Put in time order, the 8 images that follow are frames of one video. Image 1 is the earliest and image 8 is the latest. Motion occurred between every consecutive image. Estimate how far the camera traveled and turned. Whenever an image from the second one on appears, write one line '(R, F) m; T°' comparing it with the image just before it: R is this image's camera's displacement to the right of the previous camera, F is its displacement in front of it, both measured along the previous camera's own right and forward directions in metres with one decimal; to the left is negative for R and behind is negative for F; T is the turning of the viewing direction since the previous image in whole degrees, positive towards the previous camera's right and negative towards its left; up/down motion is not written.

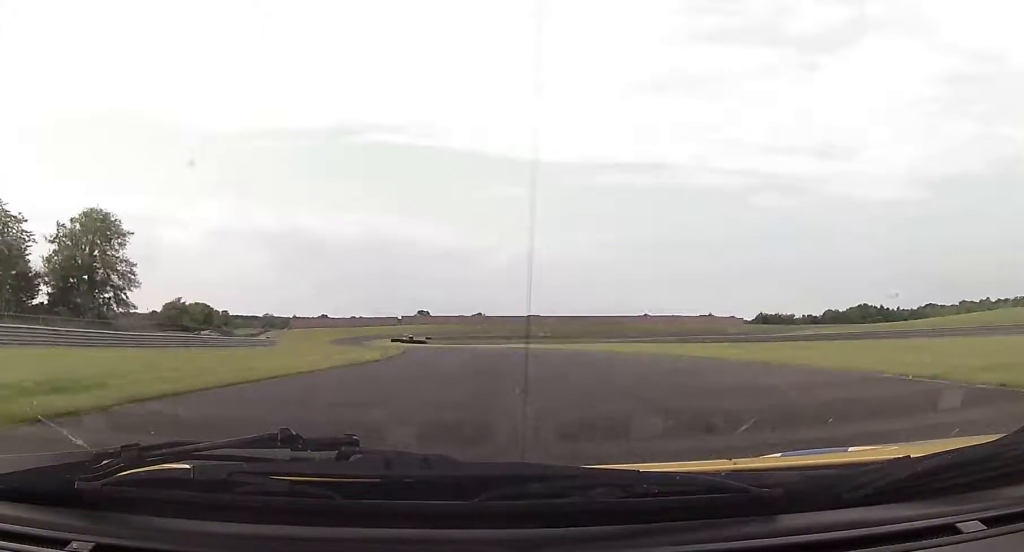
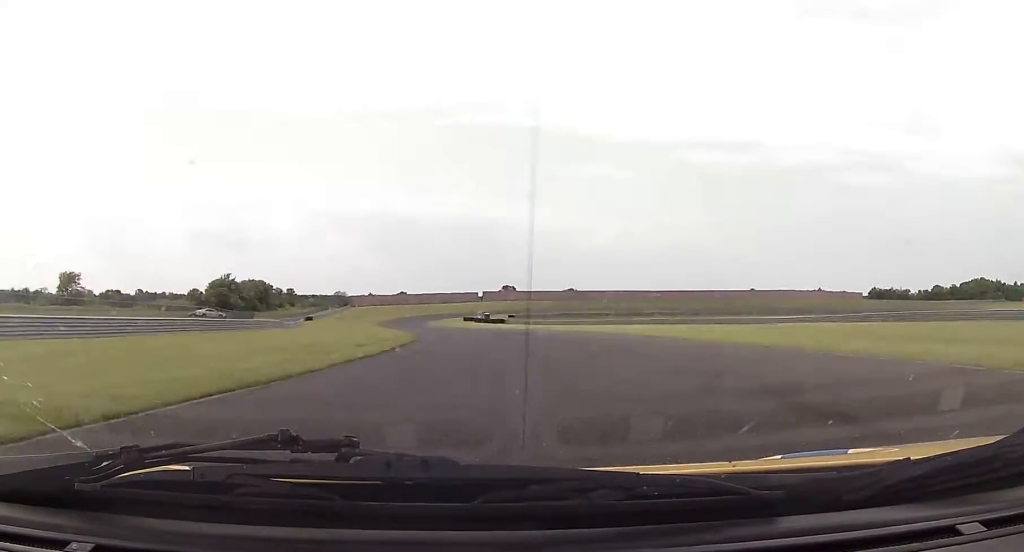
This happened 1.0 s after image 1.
(-2.4, +38.2) m; -7°
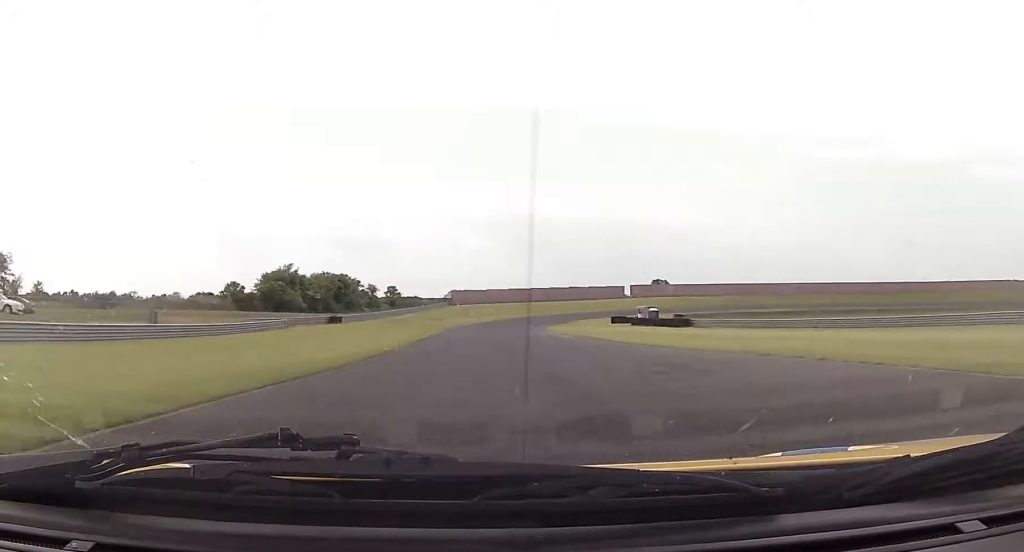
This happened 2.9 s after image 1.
(-8.0, +72.2) m; -12°
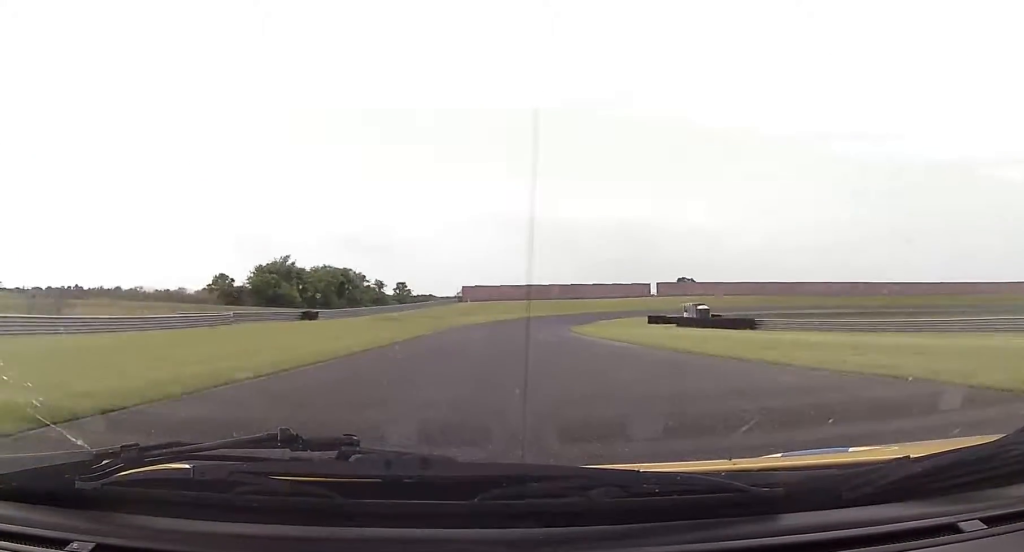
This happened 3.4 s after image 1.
(-0.2, +18.1) m; -2°
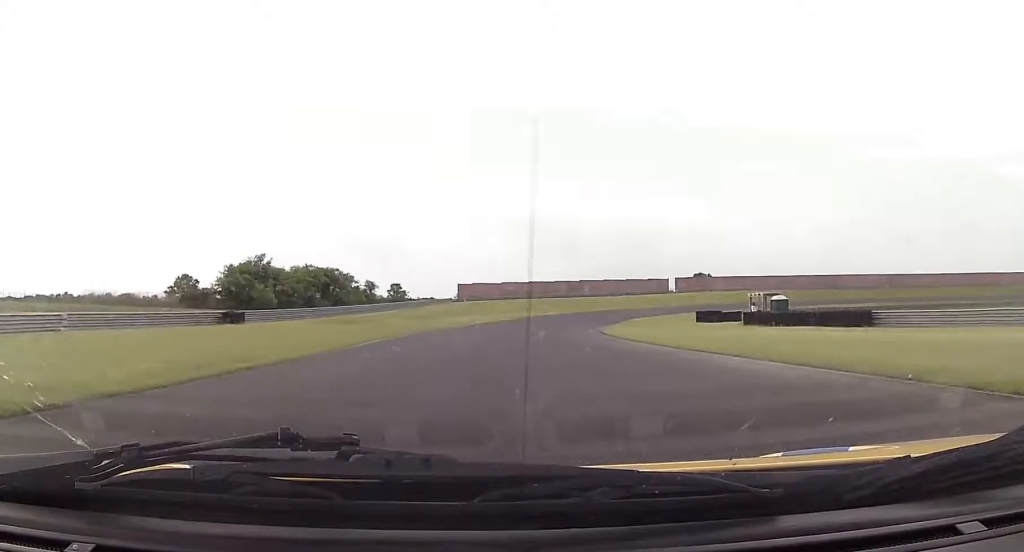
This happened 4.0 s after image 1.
(-0.7, +21.9) m; -1°
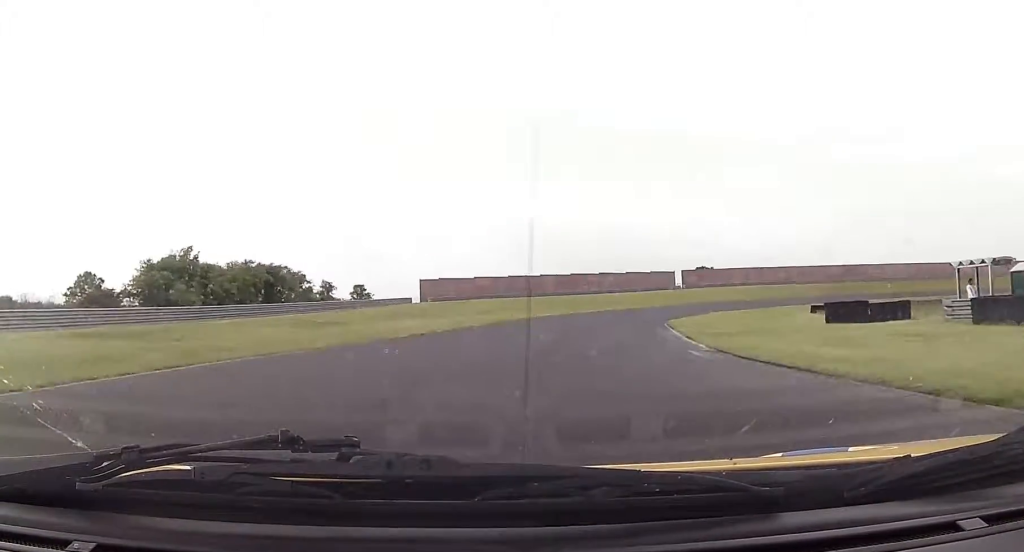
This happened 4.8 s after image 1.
(-0.4, +31.7) m; +1°
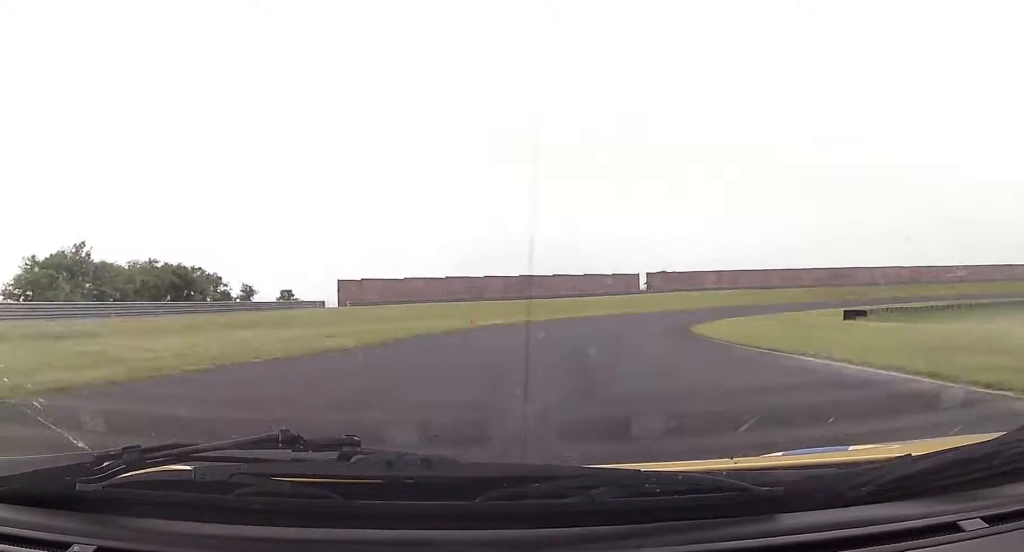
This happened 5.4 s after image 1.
(-0.3, +23.4) m; +3°
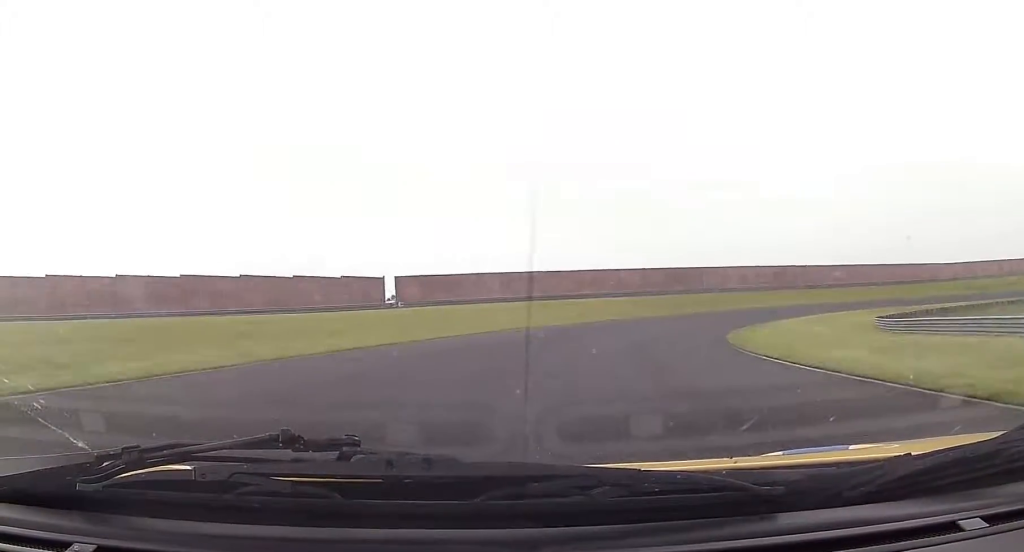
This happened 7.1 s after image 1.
(+7.4, +53.3) m; +18°
